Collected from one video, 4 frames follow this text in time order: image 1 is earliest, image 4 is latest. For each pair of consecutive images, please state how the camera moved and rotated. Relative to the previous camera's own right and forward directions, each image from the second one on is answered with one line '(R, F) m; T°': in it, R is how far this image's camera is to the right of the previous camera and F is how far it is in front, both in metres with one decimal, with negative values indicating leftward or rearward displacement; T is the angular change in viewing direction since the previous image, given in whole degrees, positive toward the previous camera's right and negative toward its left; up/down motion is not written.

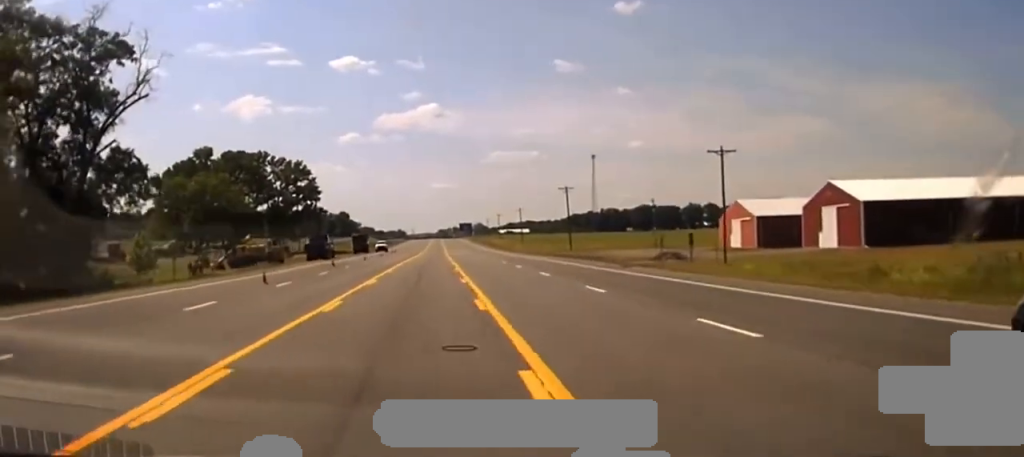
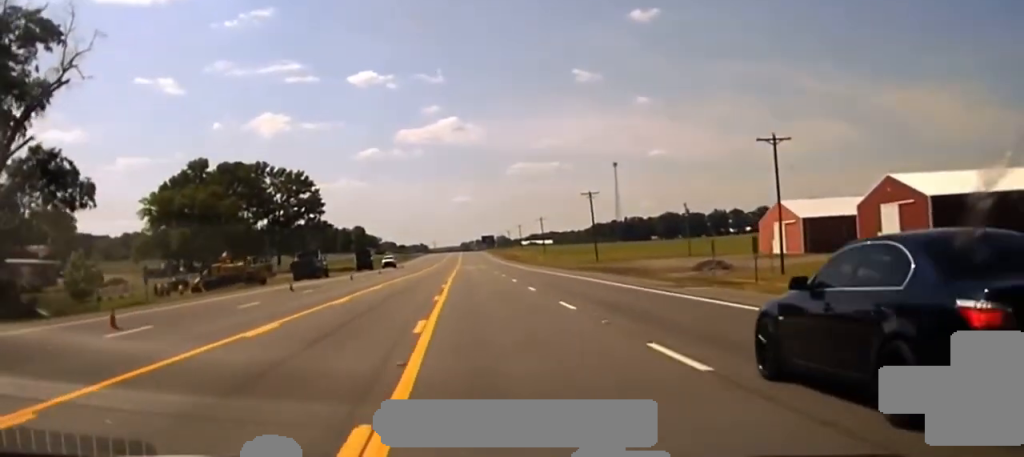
(-0.5, +12.8) m; -3°
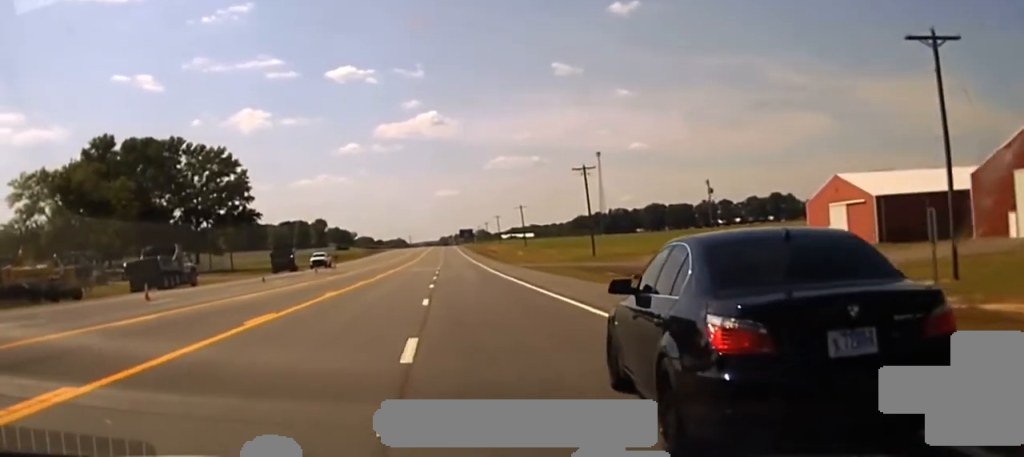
(+0.8, +33.8) m; +1°
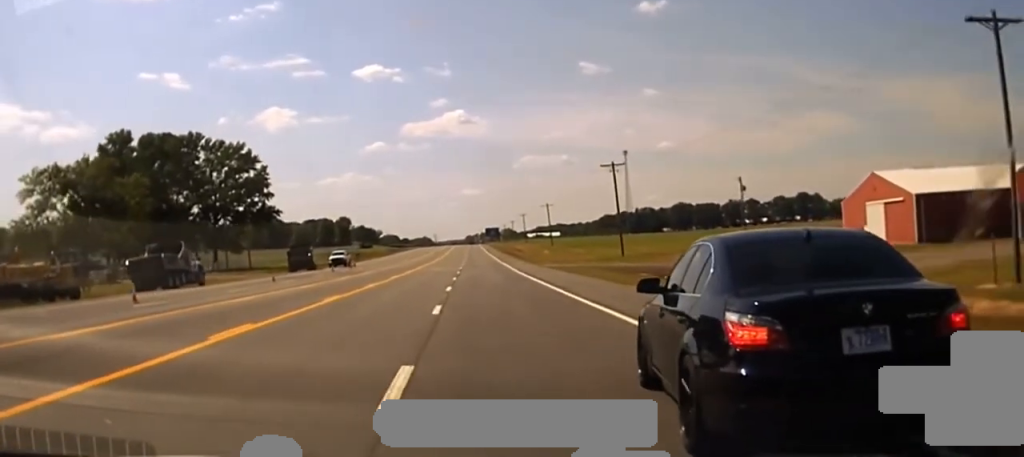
(0.0, +3.3) m; -1°
